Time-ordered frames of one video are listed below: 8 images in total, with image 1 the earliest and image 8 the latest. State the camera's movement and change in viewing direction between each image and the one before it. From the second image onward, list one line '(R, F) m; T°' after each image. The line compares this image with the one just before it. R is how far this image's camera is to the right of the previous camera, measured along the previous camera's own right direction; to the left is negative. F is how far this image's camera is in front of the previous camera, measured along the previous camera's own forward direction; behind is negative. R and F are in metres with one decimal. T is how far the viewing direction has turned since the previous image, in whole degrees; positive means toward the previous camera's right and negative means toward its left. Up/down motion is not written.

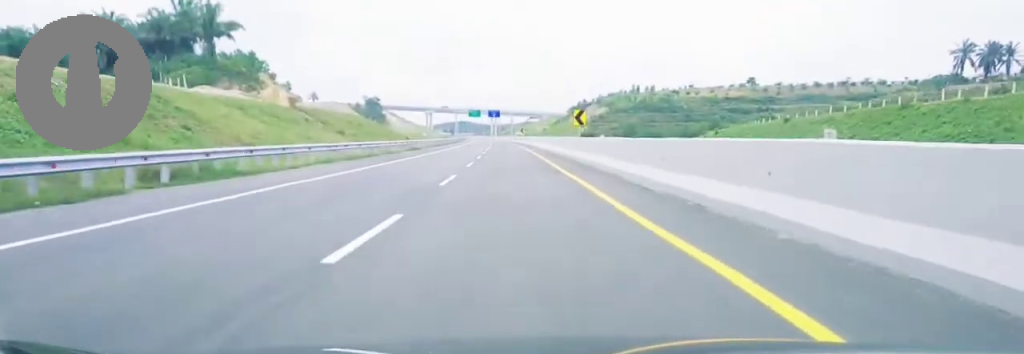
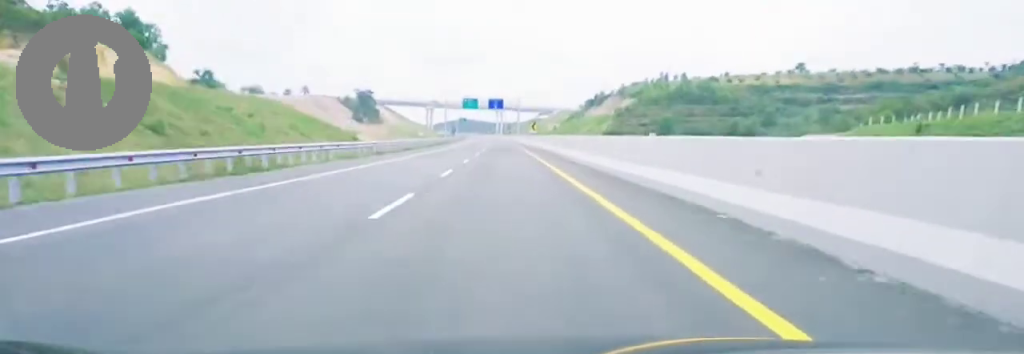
(-0.9, +47.2) m; -1°
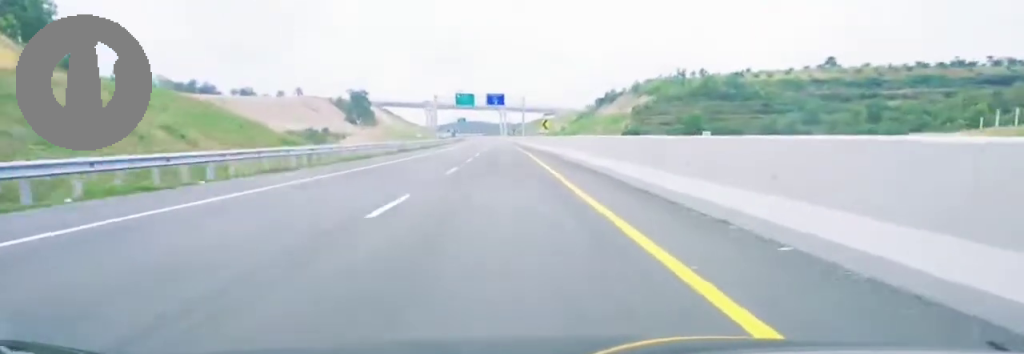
(+0.3, +25.2) m; 0°
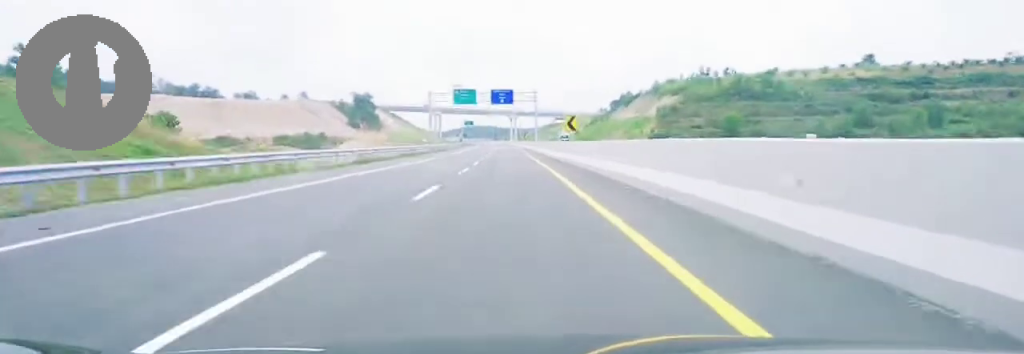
(-0.2, +25.2) m; 0°
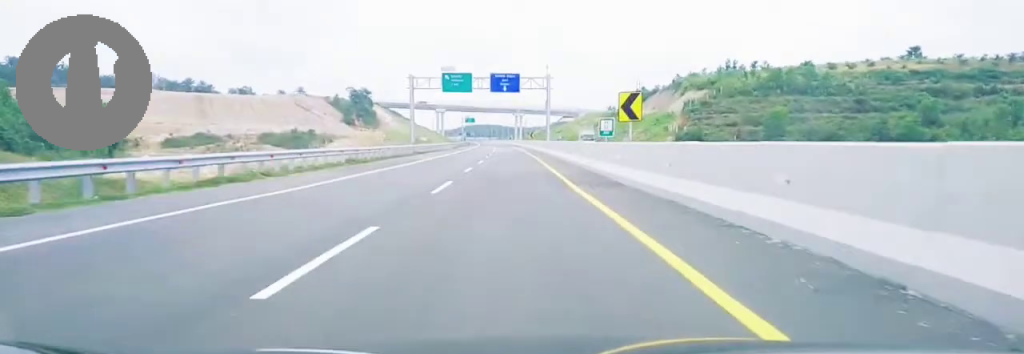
(-0.1, +24.1) m; 0°
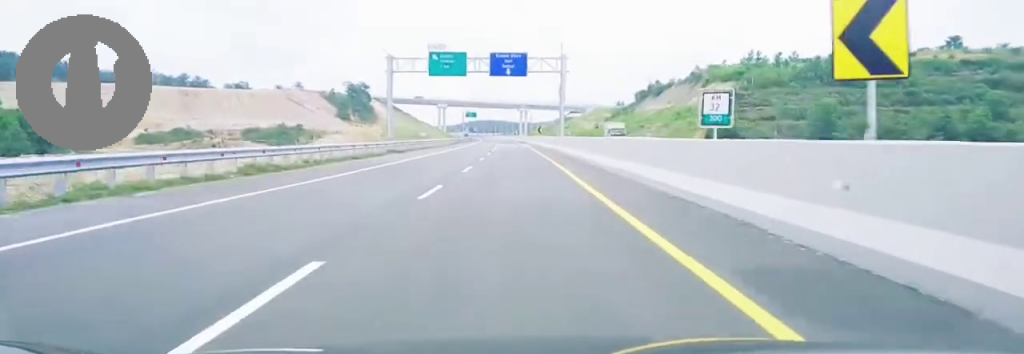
(+0.1, +16.1) m; 0°
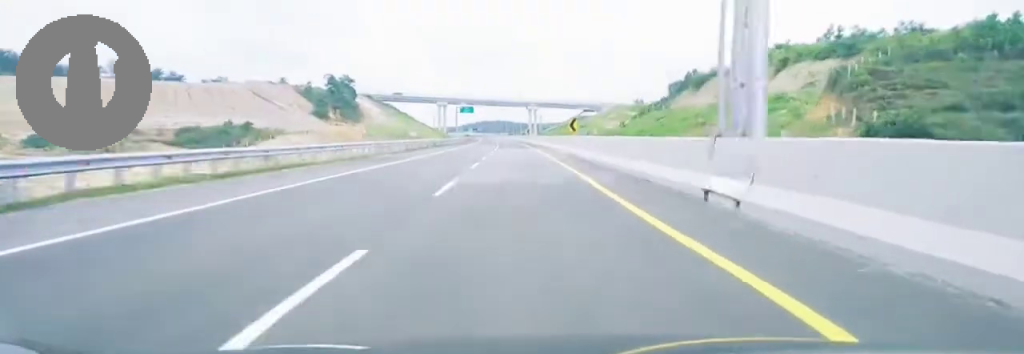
(-0.5, +51.6) m; -1°
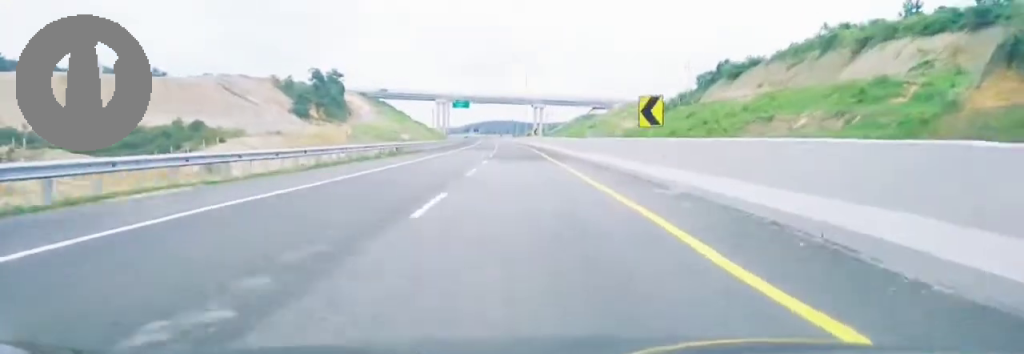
(+0.1, +32.1) m; 0°
